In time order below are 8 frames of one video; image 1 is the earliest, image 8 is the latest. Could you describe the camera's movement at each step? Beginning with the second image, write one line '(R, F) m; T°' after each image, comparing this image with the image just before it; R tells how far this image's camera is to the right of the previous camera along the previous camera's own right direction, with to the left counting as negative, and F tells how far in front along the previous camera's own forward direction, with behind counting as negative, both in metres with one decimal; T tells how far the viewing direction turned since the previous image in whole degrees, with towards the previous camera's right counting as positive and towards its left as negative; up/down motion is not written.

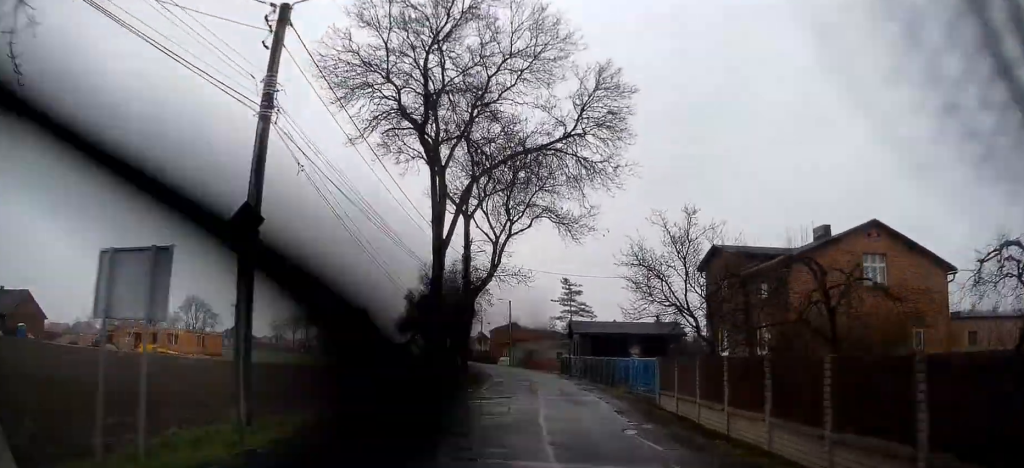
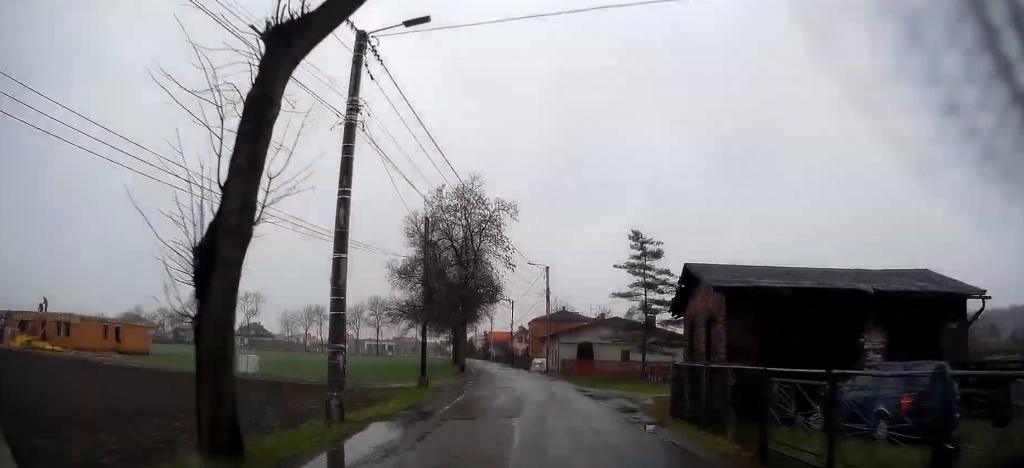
(-2.0, +30.5) m; -5°
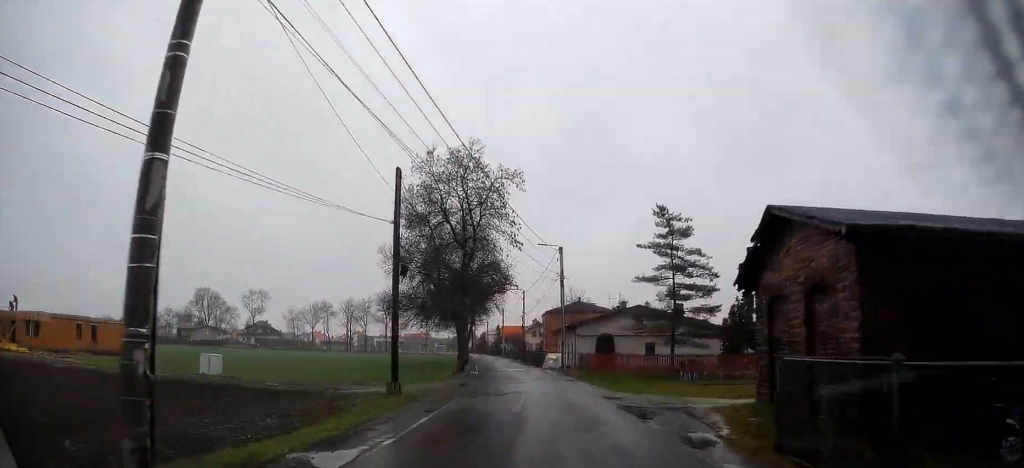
(+0.3, +6.4) m; -1°
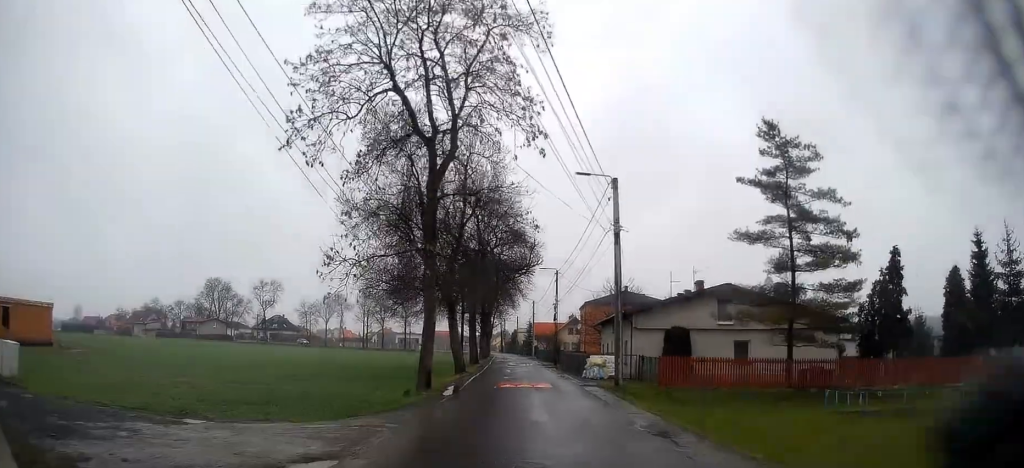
(-1.2, +16.8) m; -5°
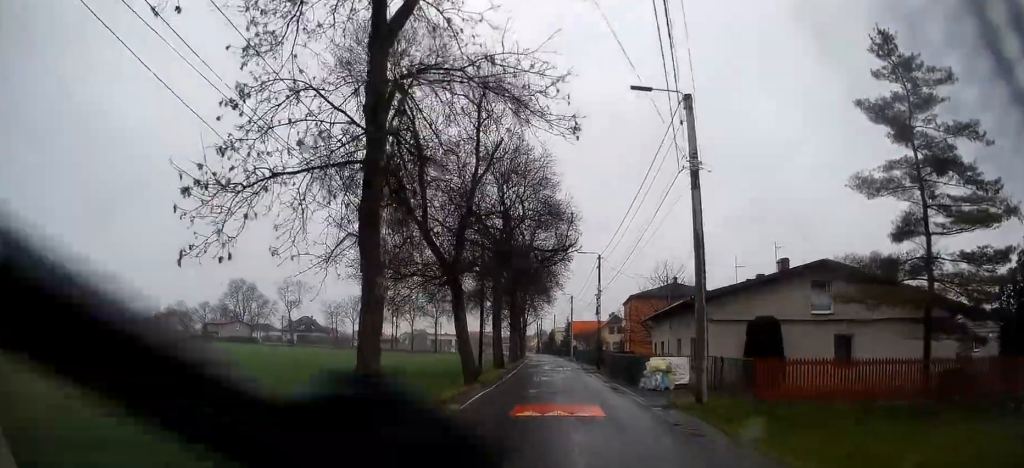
(-0.1, +9.0) m; -2°
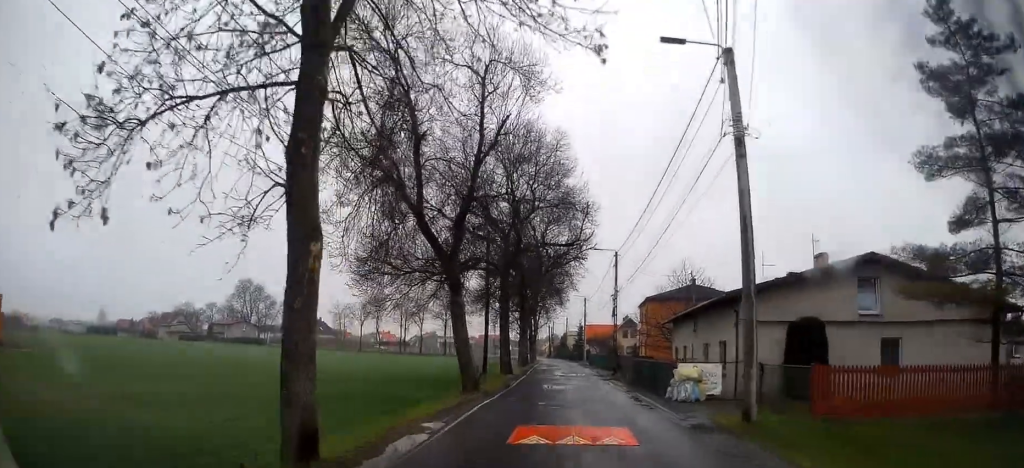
(0.0, +3.4) m; -1°
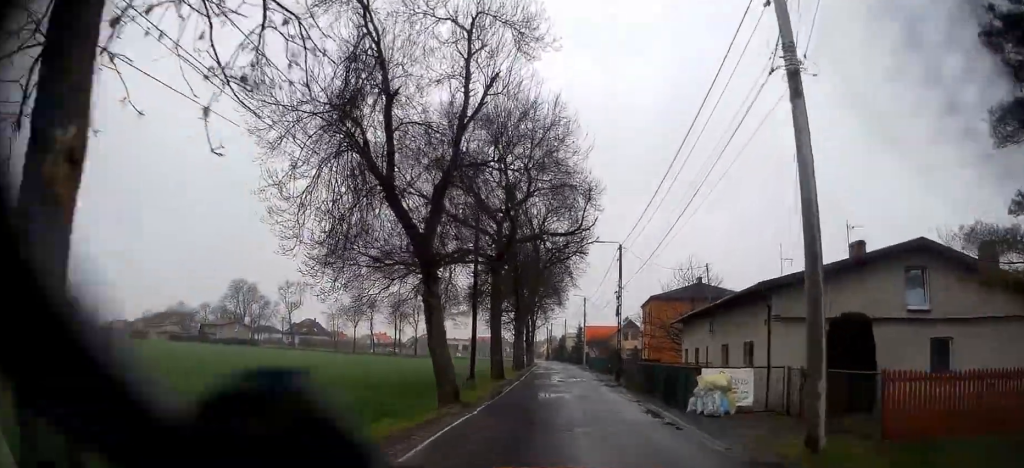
(-0.1, +4.0) m; 0°
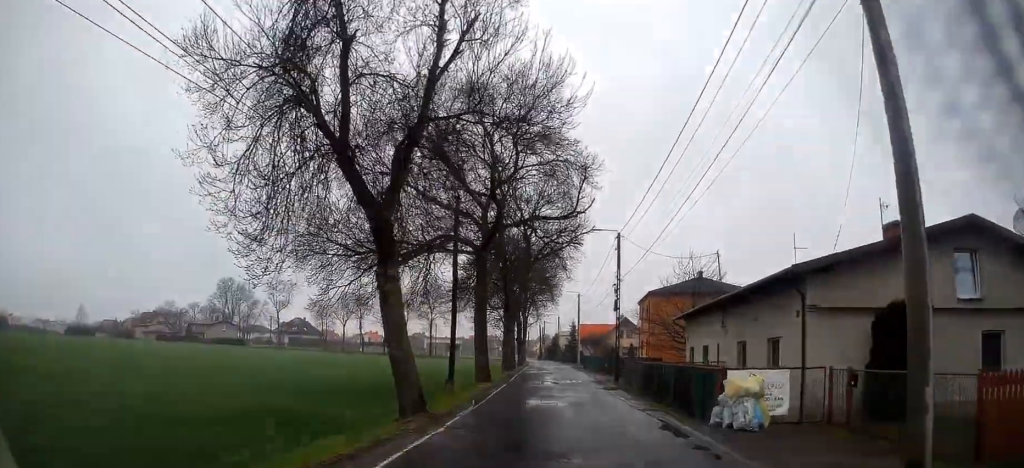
(+0.1, +3.5) m; -1°
